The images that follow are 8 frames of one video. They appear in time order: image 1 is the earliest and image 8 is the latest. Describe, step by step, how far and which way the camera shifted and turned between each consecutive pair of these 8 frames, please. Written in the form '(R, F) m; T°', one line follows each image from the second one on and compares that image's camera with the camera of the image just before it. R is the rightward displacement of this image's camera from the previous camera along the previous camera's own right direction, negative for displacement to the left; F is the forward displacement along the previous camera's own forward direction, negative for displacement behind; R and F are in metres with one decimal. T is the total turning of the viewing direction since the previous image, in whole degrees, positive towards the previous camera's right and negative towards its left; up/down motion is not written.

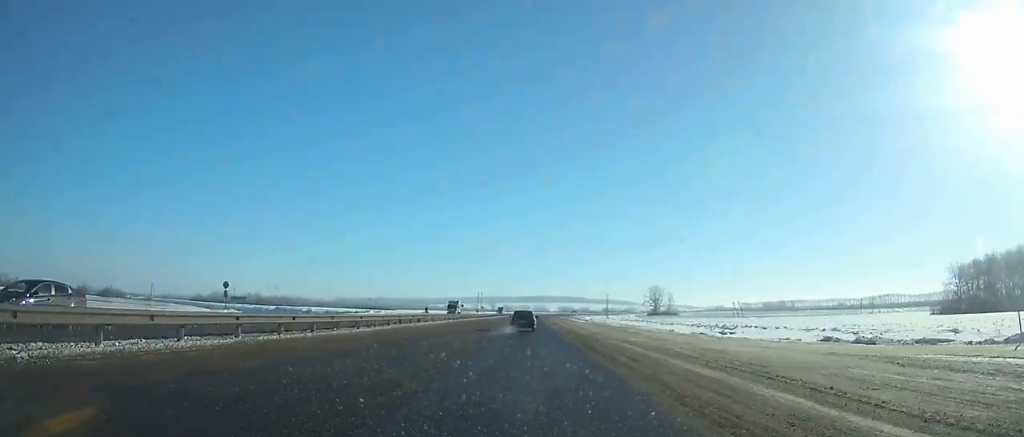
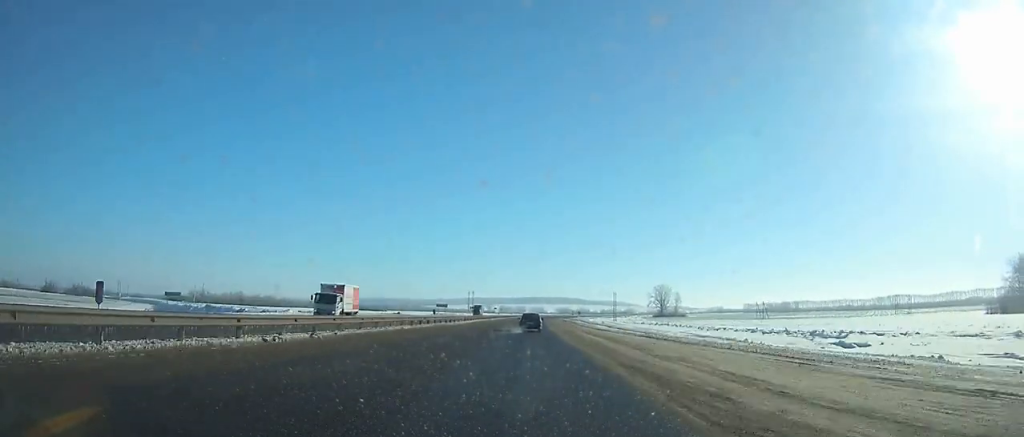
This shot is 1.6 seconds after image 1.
(+0.1, +37.8) m; 0°
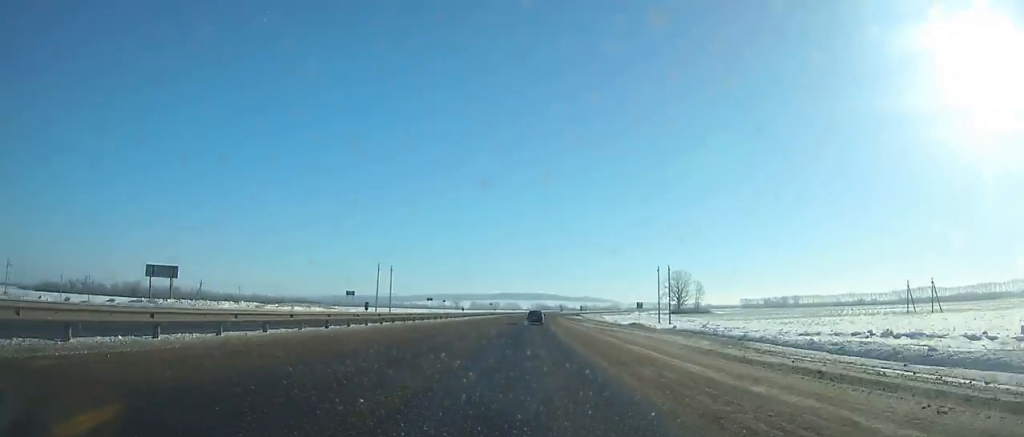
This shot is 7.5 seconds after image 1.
(+2.3, +137.0) m; +2°
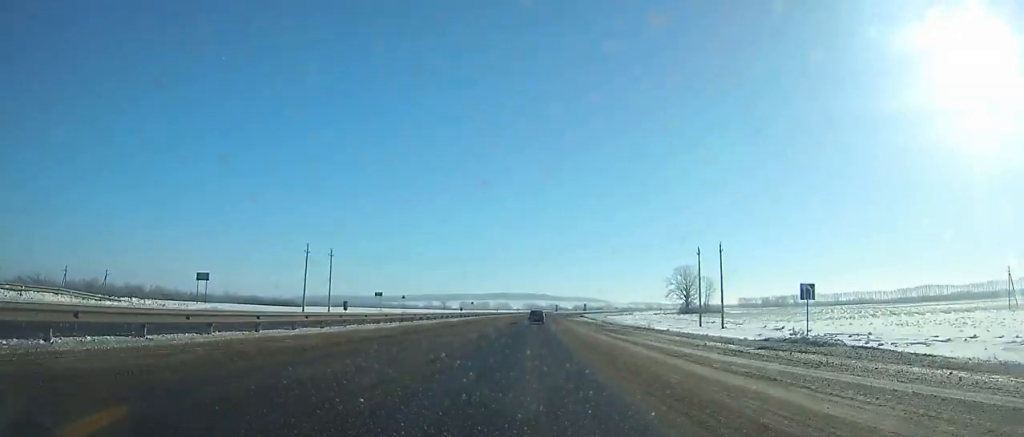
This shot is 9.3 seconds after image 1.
(+0.2, +41.5) m; +1°
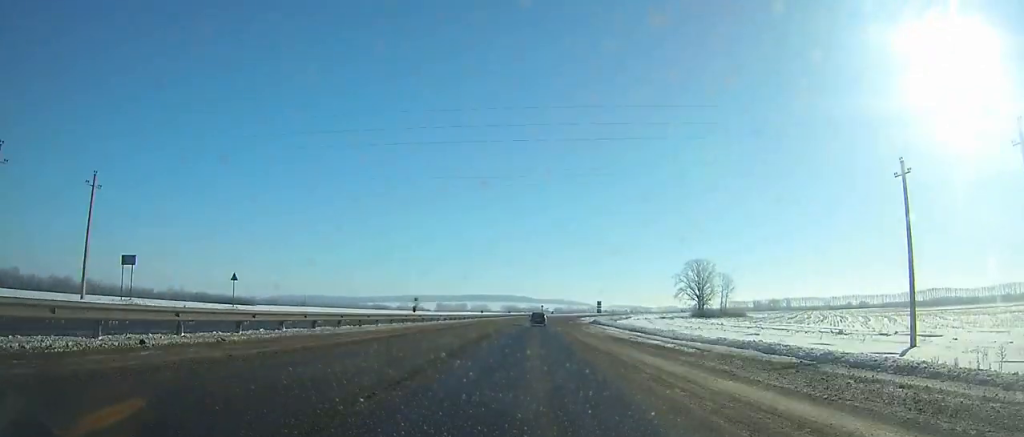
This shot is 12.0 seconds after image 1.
(+0.8, +65.6) m; +2°
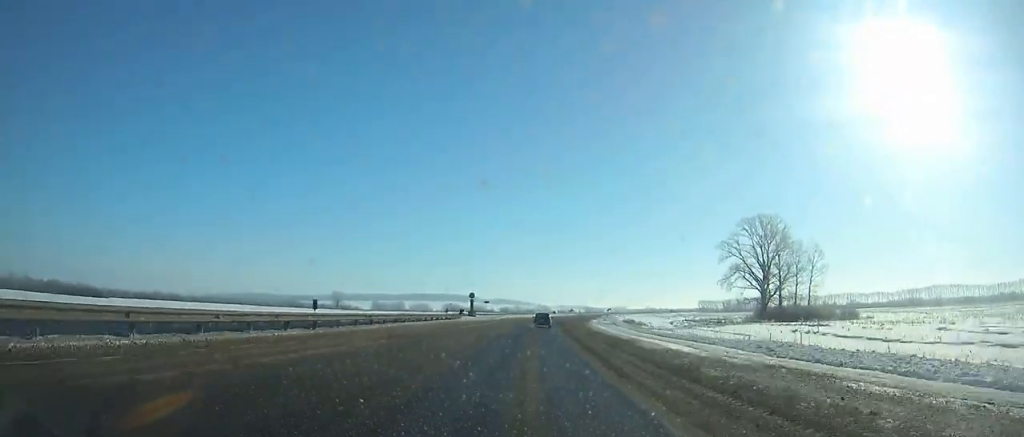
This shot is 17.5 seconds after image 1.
(+6.4, +128.7) m; +6°
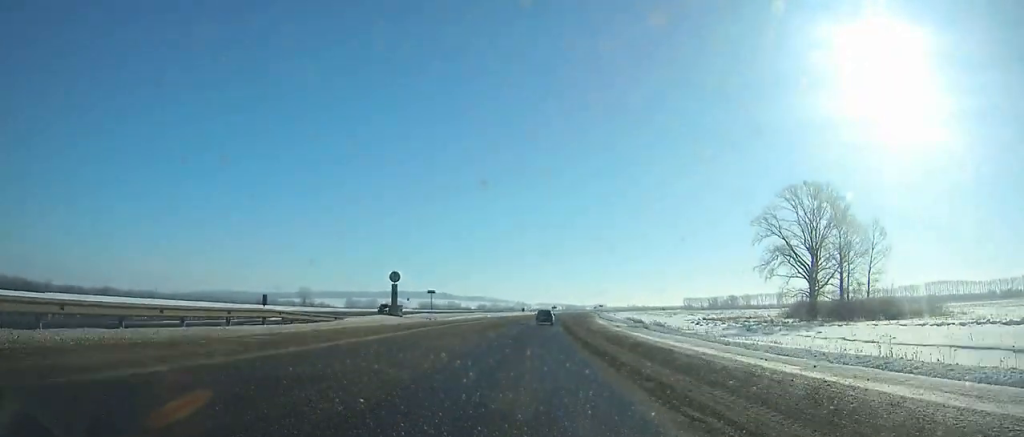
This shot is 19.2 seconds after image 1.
(+0.7, +37.7) m; +2°
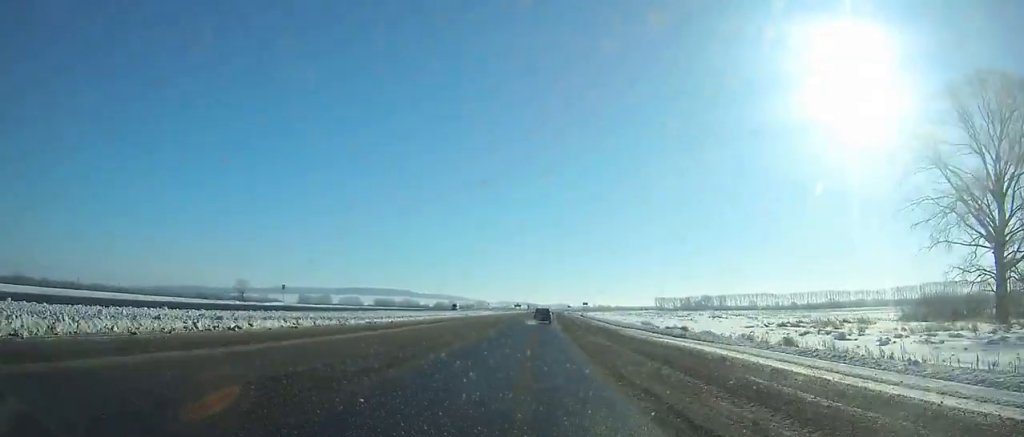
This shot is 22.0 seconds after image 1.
(+1.7, +61.2) m; +3°
